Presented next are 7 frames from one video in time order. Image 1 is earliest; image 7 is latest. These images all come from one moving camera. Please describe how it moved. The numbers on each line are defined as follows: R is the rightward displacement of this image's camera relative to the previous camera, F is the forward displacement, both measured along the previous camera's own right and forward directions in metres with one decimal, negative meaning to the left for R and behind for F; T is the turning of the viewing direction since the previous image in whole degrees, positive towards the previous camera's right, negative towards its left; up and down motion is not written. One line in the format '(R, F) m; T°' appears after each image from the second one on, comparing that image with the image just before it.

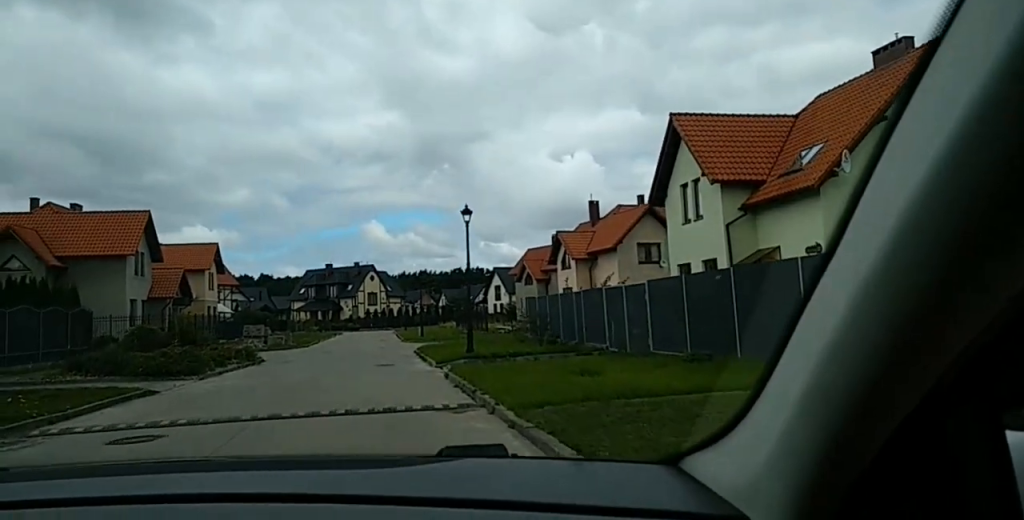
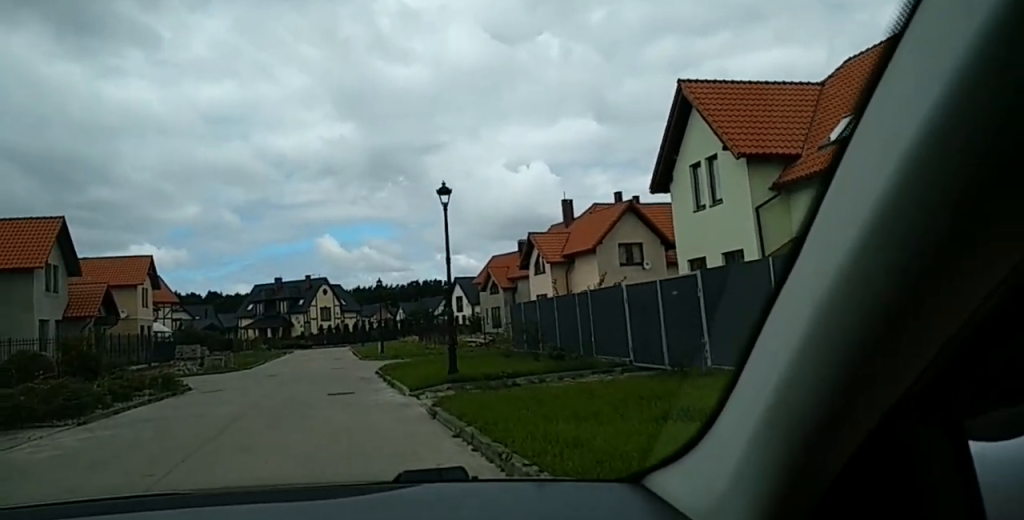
(0.0, +6.6) m; 0°
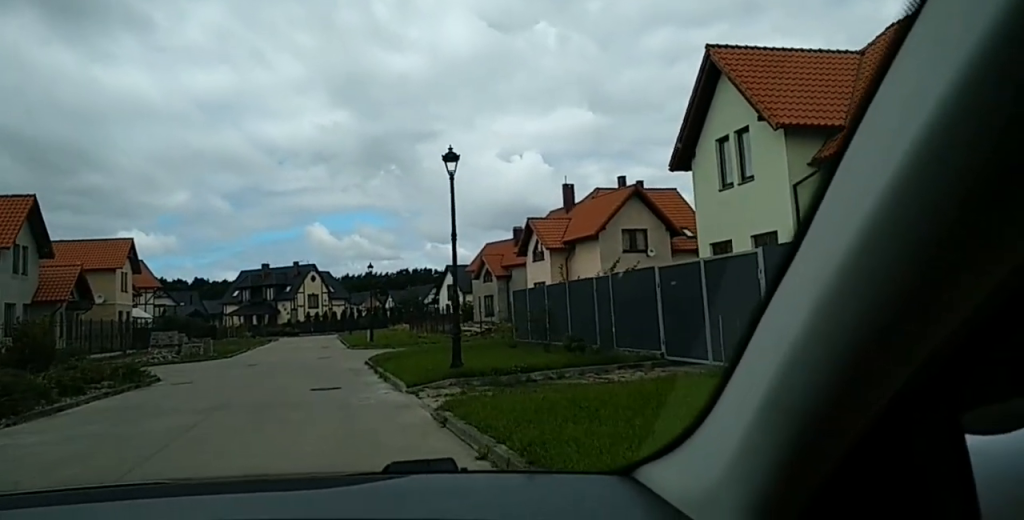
(0.0, +3.0) m; +1°
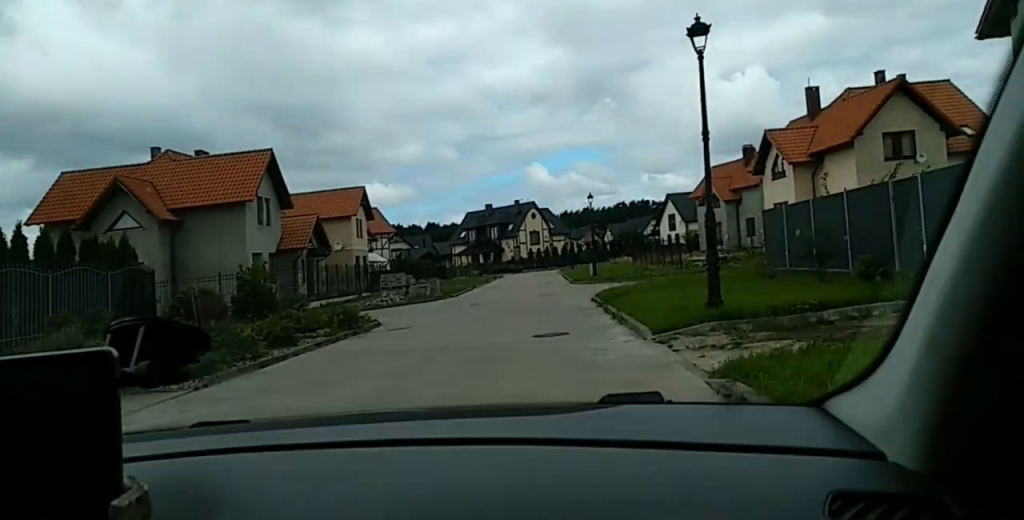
(+0.1, +4.5) m; +3°
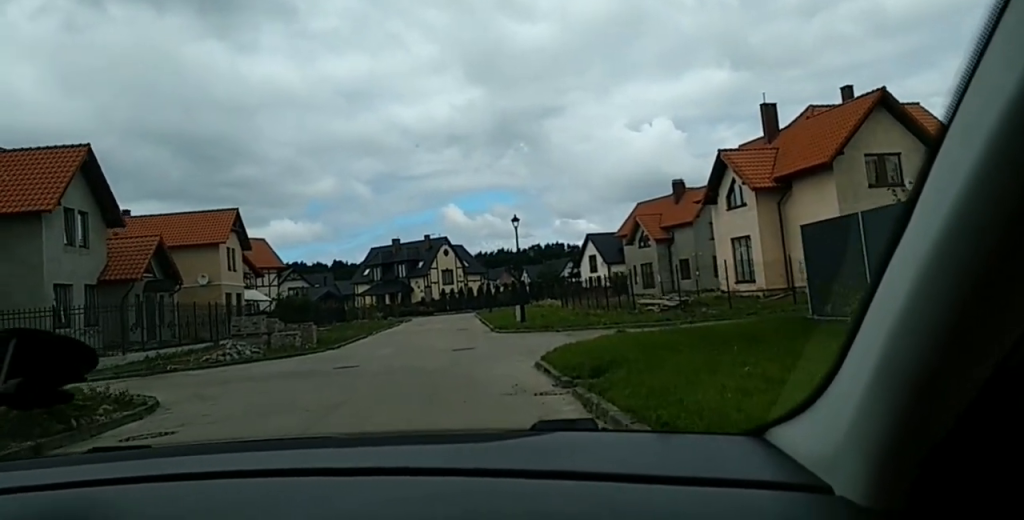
(+0.1, +8.2) m; 0°
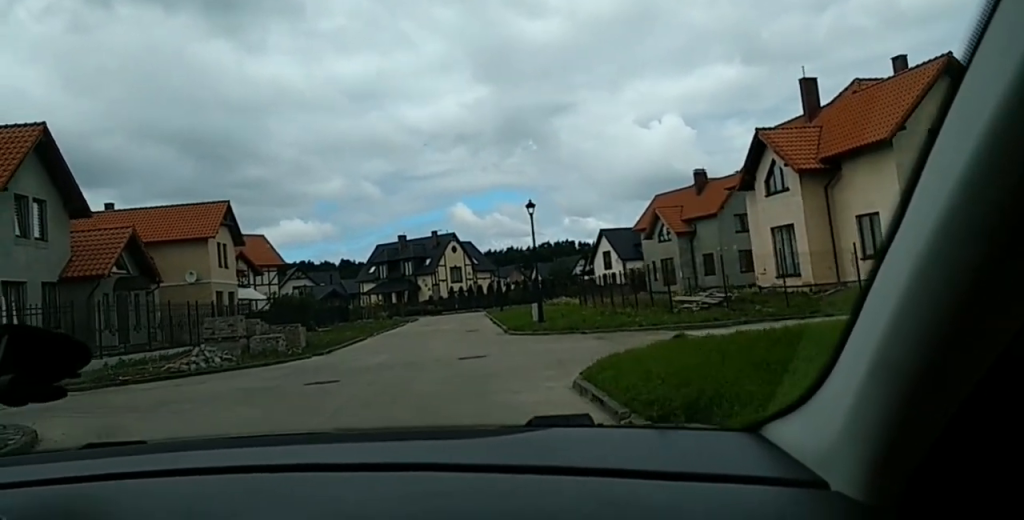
(-0.1, +3.4) m; -3°
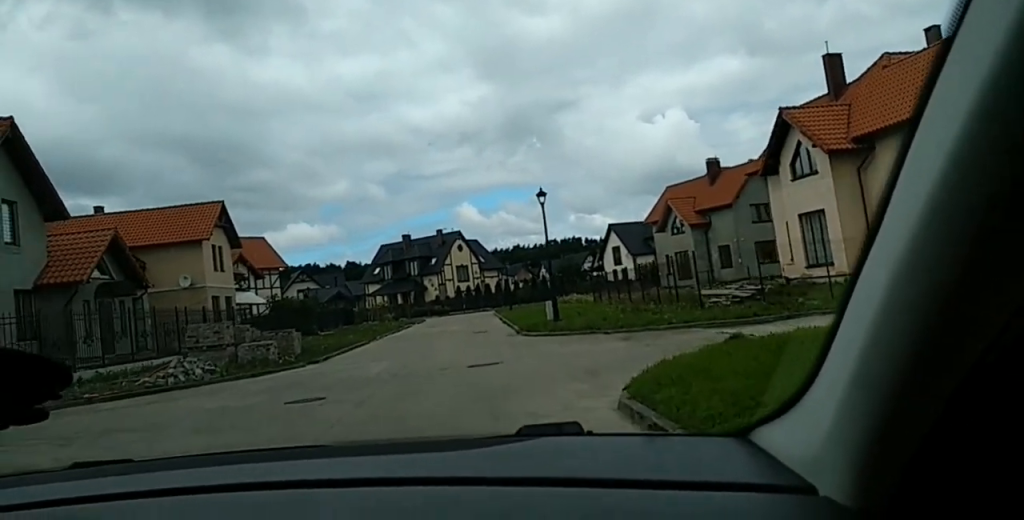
(0.0, +2.1) m; -2°
